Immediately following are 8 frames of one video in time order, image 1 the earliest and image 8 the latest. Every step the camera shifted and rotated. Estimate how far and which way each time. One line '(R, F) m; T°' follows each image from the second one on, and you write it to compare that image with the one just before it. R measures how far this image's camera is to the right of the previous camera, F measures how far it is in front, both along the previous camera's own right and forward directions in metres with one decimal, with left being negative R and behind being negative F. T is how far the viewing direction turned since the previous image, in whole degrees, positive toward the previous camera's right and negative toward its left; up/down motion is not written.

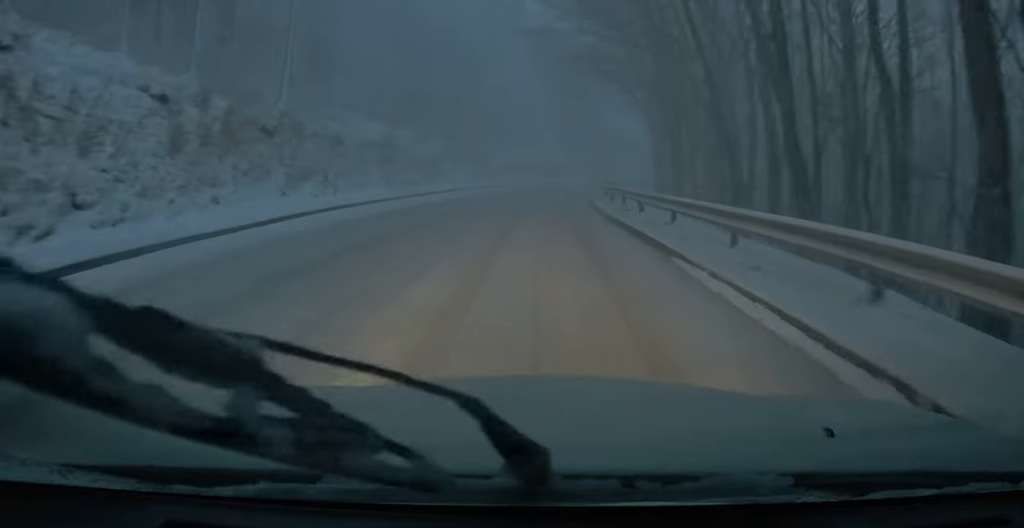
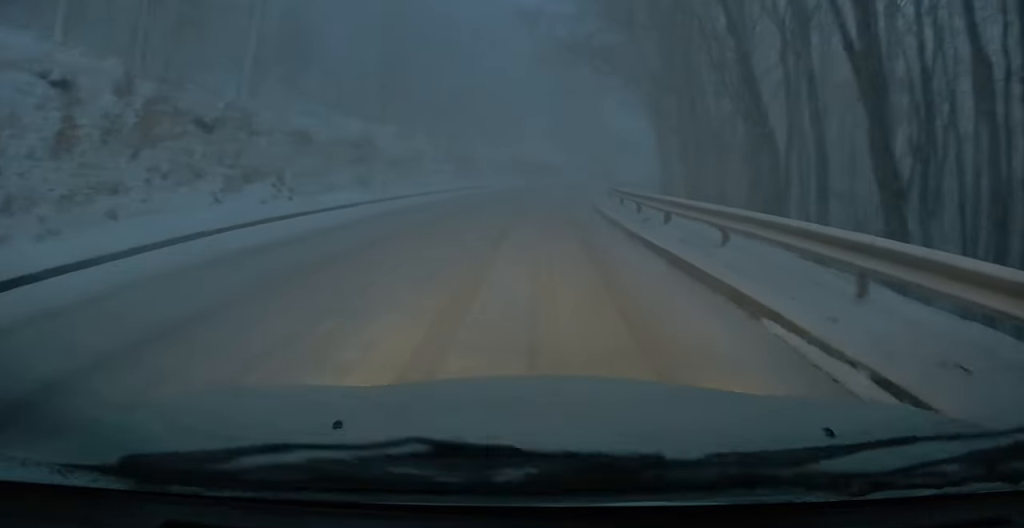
(+0.1, +3.9) m; +1°
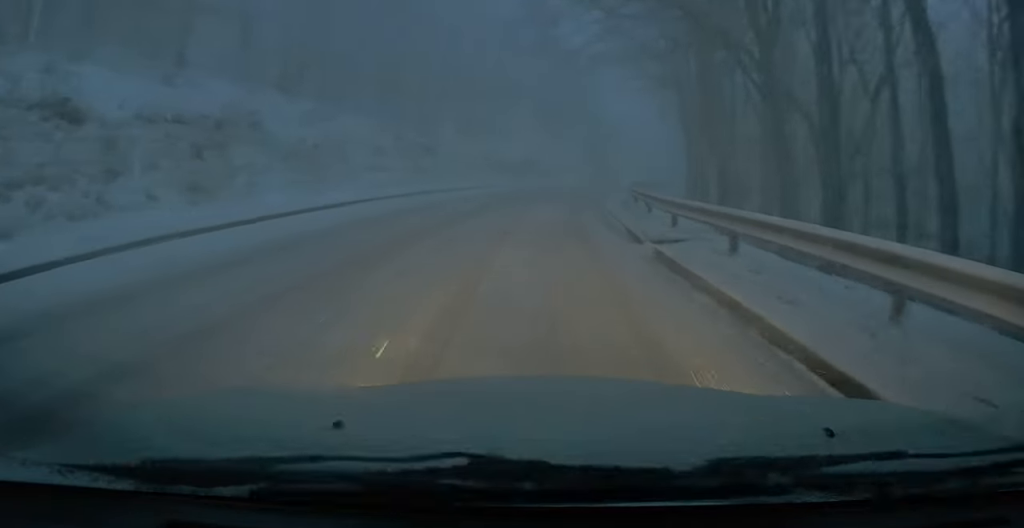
(+0.1, +13.2) m; +2°
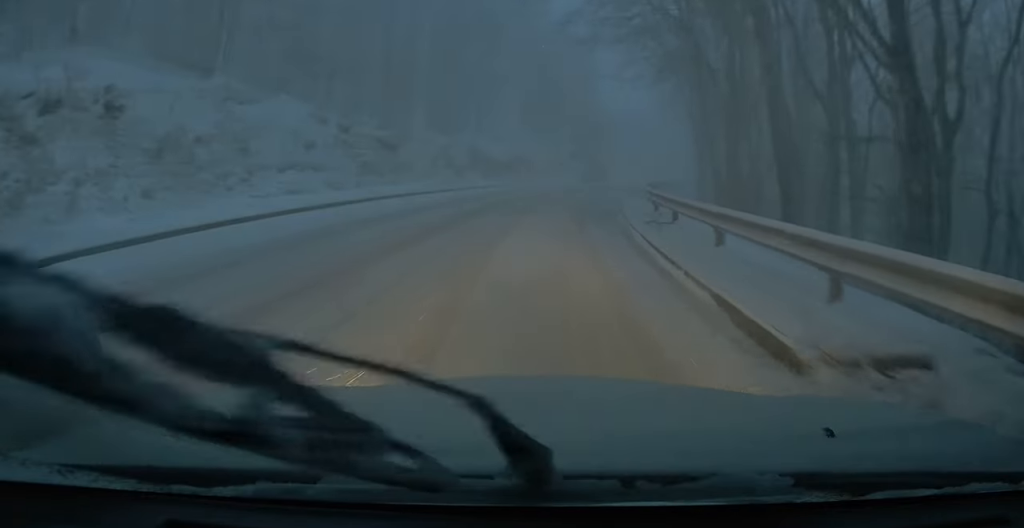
(+0.2, +7.2) m; +4°
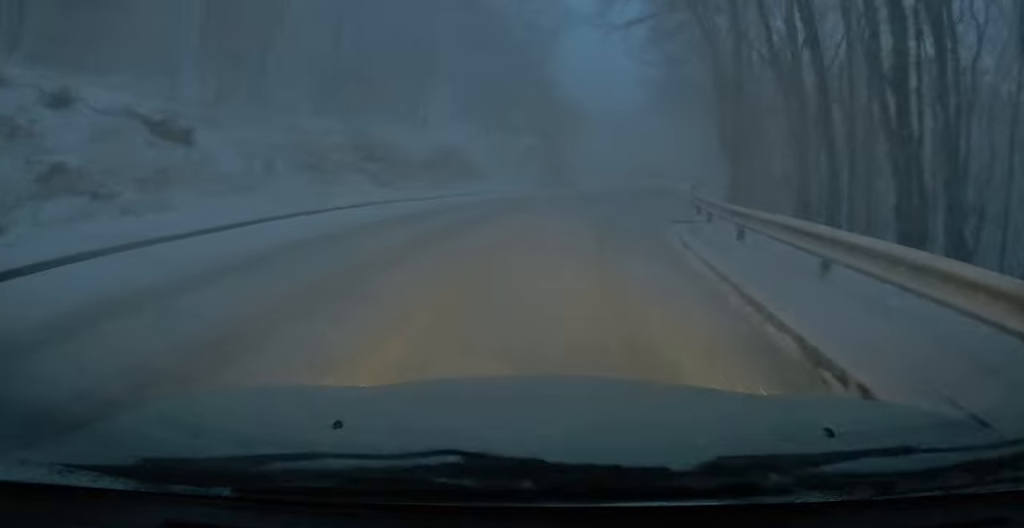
(+1.3, +15.0) m; +8°
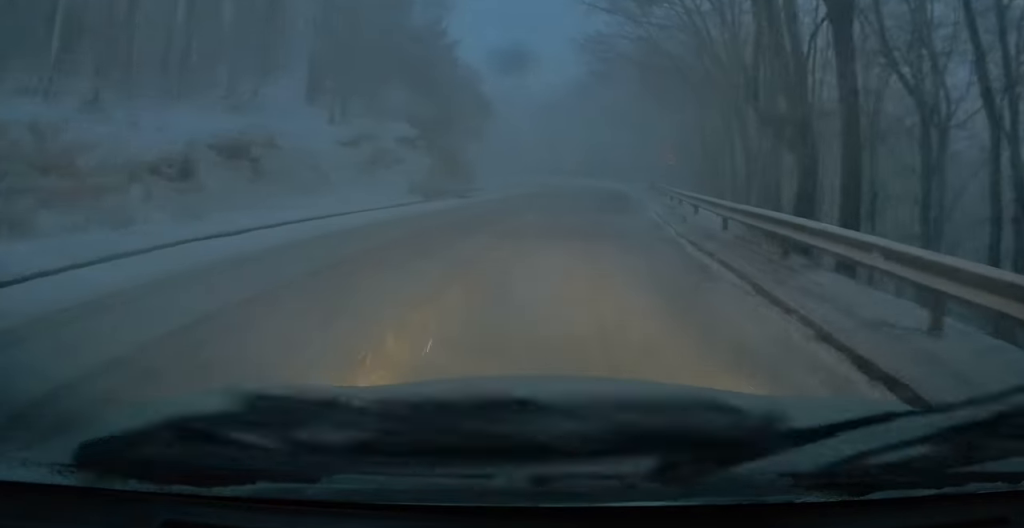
(+0.2, +14.3) m; +2°
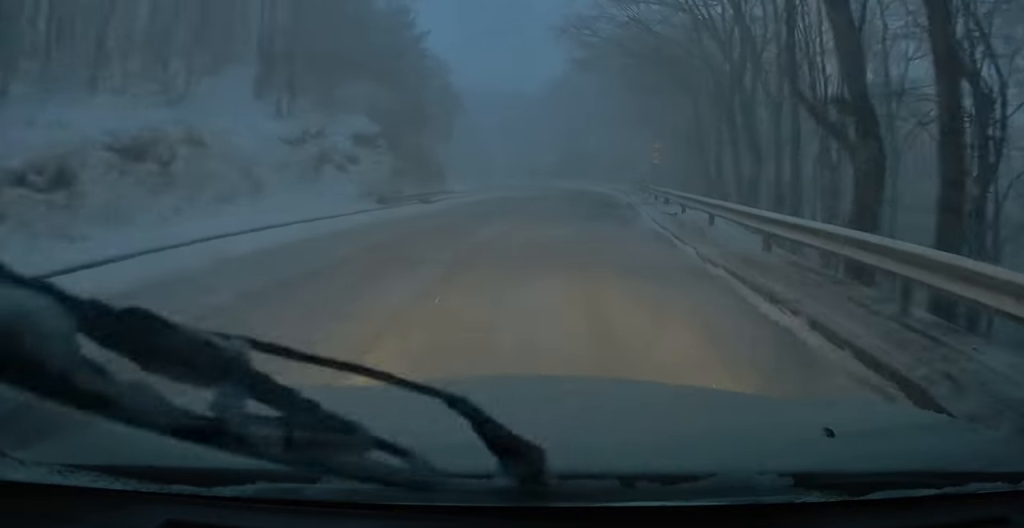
(-0.1, +3.5) m; +1°
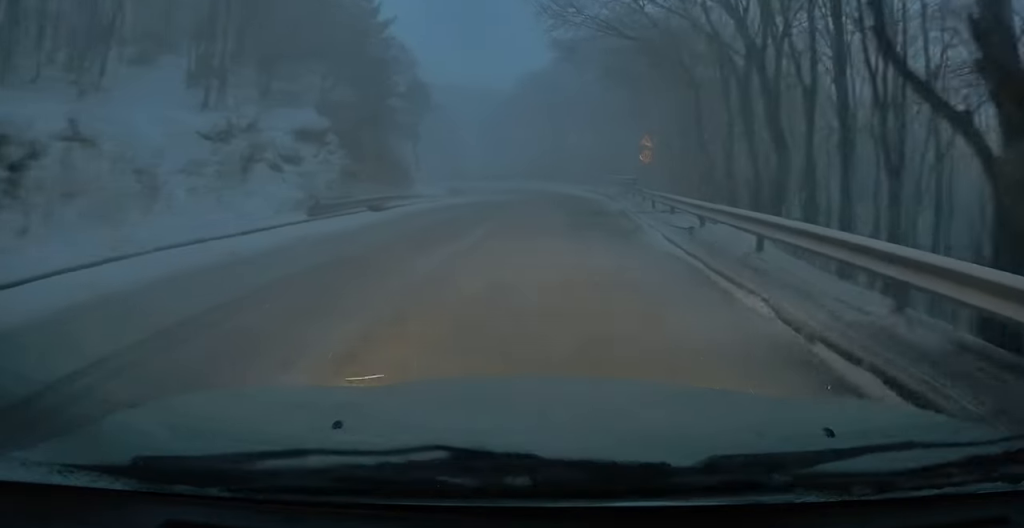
(+0.2, +3.9) m; +2°
